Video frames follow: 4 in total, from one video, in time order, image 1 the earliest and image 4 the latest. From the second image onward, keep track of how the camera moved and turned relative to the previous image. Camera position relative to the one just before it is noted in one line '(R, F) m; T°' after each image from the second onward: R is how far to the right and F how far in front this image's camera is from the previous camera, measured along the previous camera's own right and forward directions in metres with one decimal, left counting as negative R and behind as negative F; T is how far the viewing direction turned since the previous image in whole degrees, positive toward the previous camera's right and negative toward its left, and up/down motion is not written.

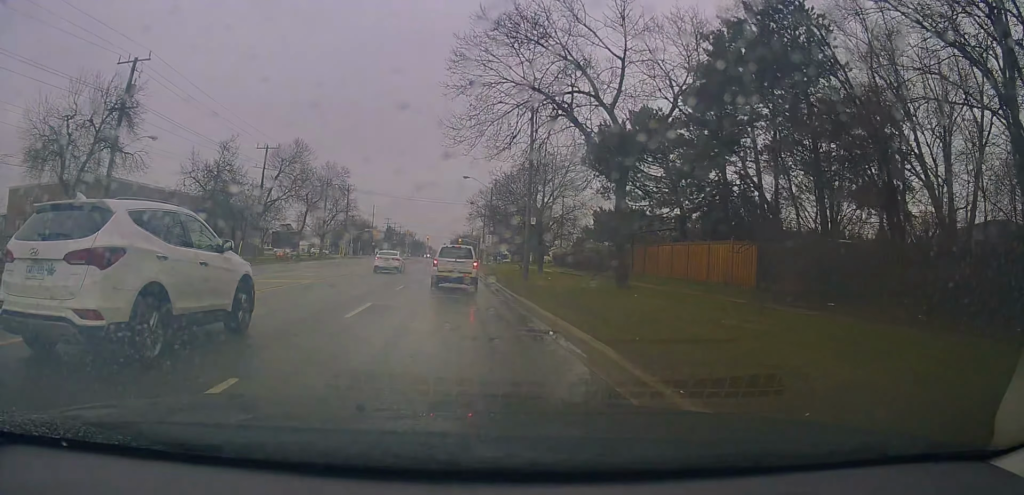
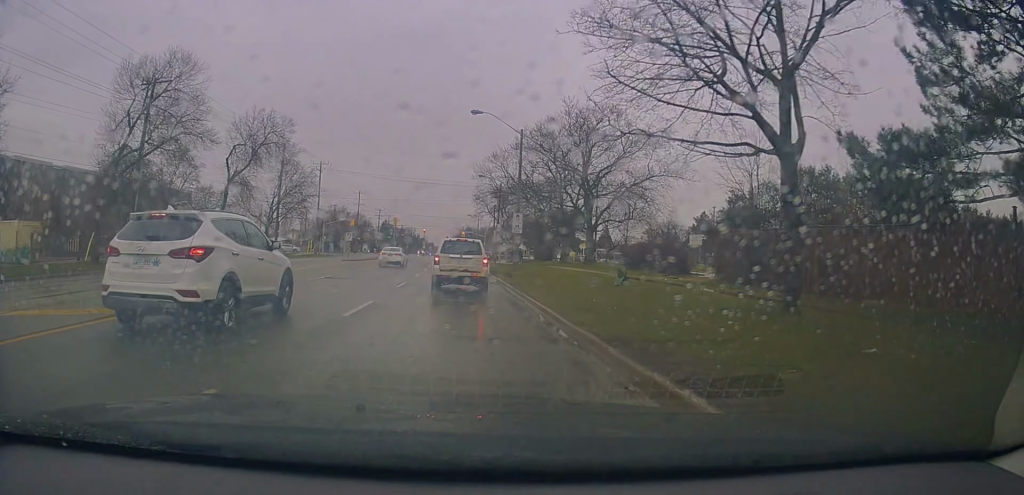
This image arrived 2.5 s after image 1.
(+0.5, +26.2) m; +1°
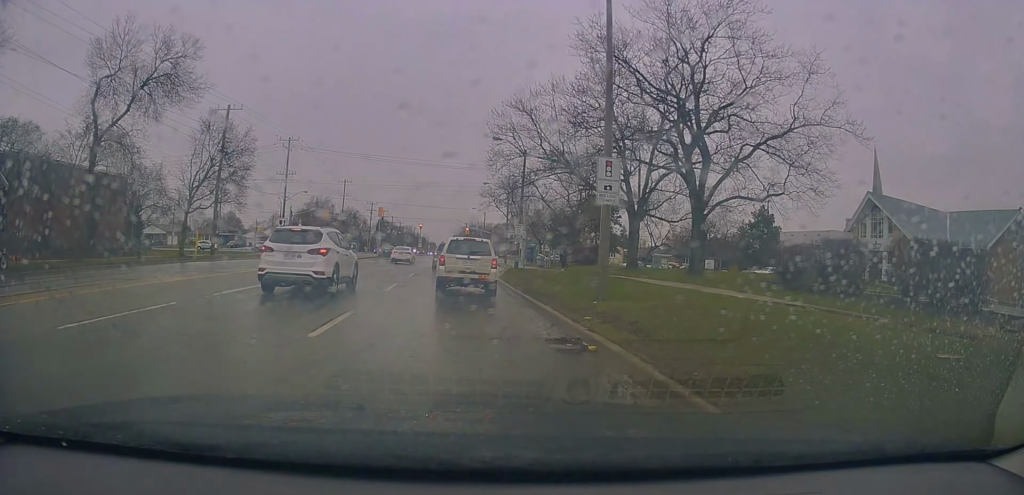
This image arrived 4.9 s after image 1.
(+0.5, +20.2) m; +2°
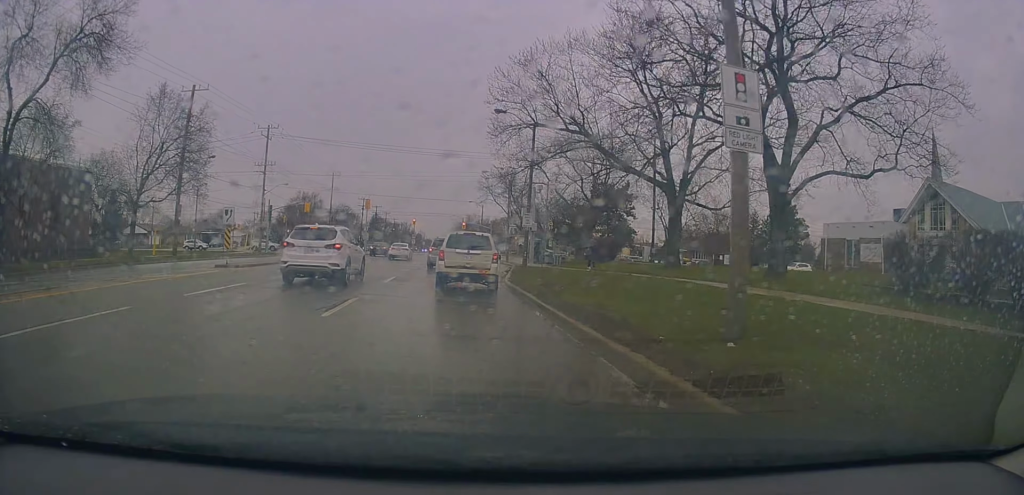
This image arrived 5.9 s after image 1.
(-0.3, +7.3) m; -3°
